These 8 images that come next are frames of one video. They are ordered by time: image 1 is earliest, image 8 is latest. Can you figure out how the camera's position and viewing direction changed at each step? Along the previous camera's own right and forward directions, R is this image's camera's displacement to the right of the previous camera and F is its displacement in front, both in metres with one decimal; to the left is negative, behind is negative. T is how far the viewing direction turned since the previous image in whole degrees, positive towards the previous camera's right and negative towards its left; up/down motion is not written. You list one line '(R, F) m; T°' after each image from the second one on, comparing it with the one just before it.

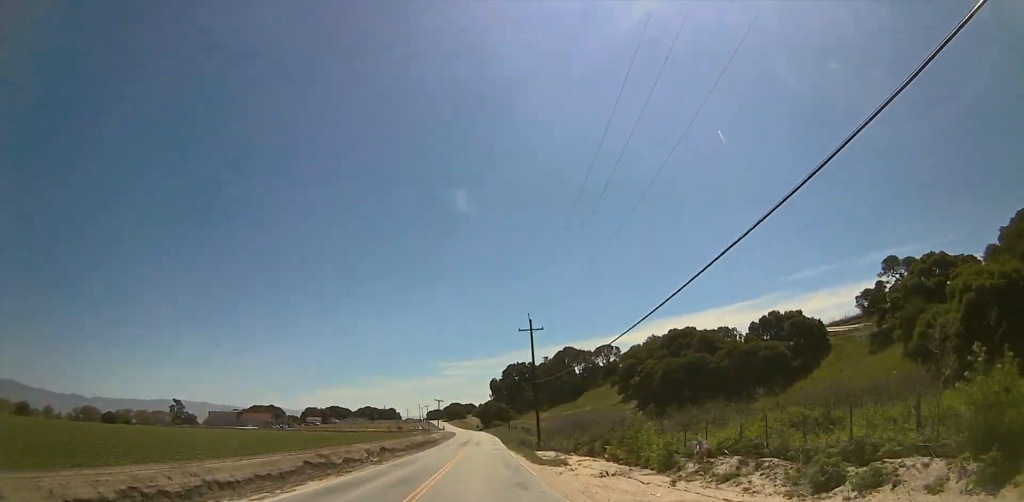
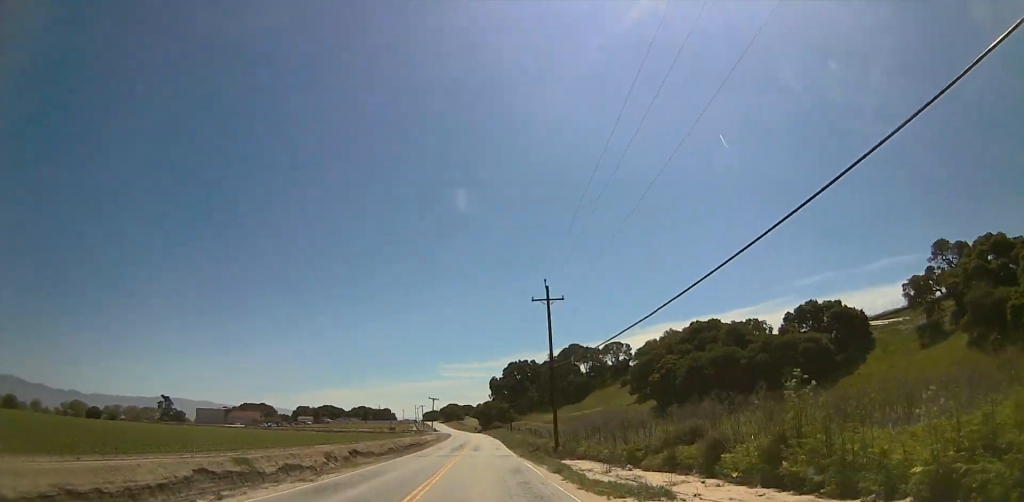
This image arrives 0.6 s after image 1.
(0.0, +14.7) m; 0°
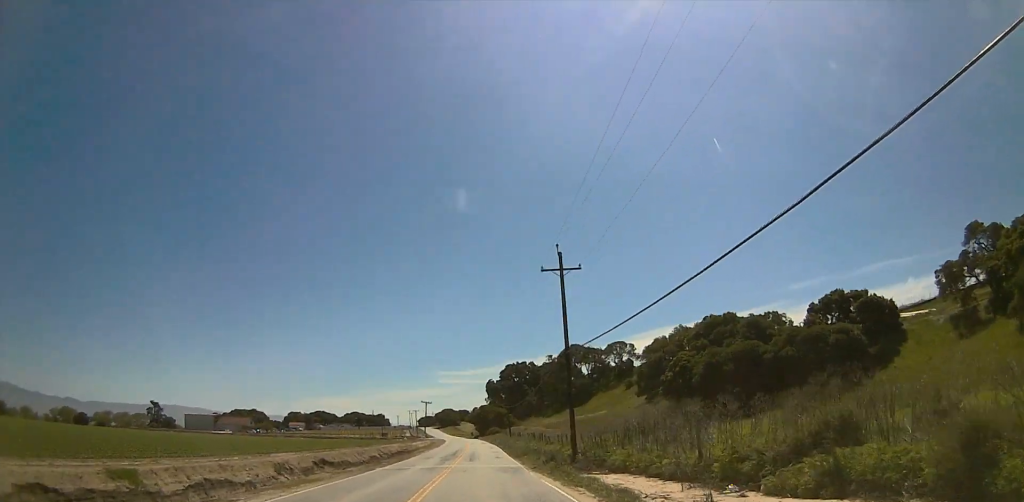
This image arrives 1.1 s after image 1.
(0.0, +10.1) m; 0°
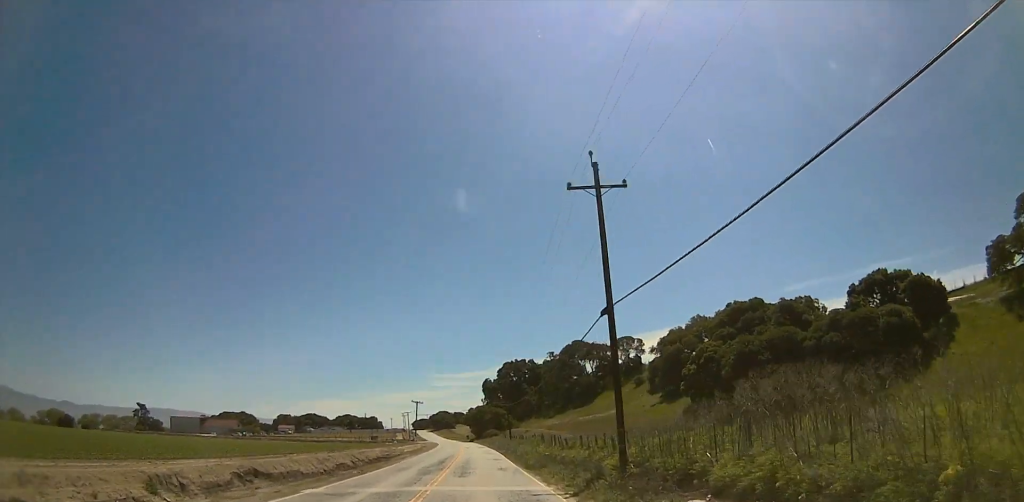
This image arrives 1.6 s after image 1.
(0.0, +13.2) m; 0°
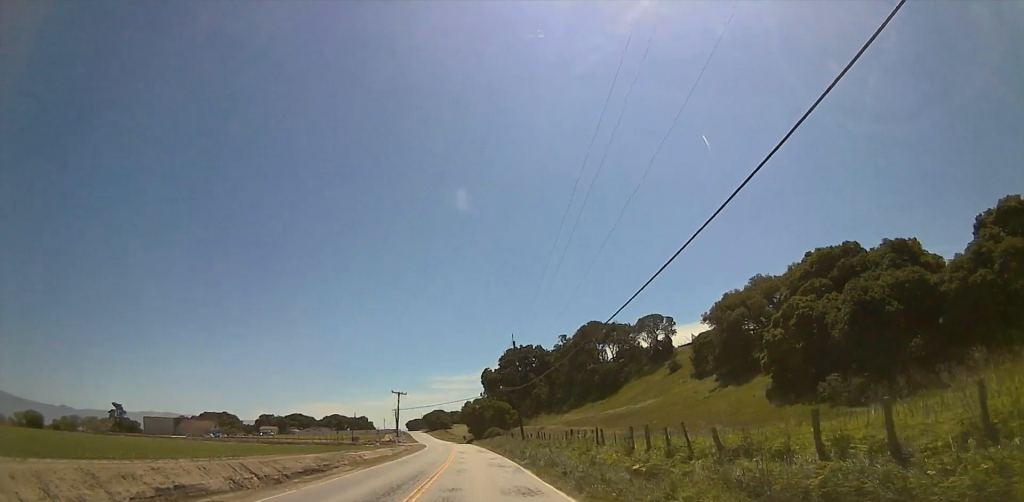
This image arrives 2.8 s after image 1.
(0.0, +28.2) m; 0°
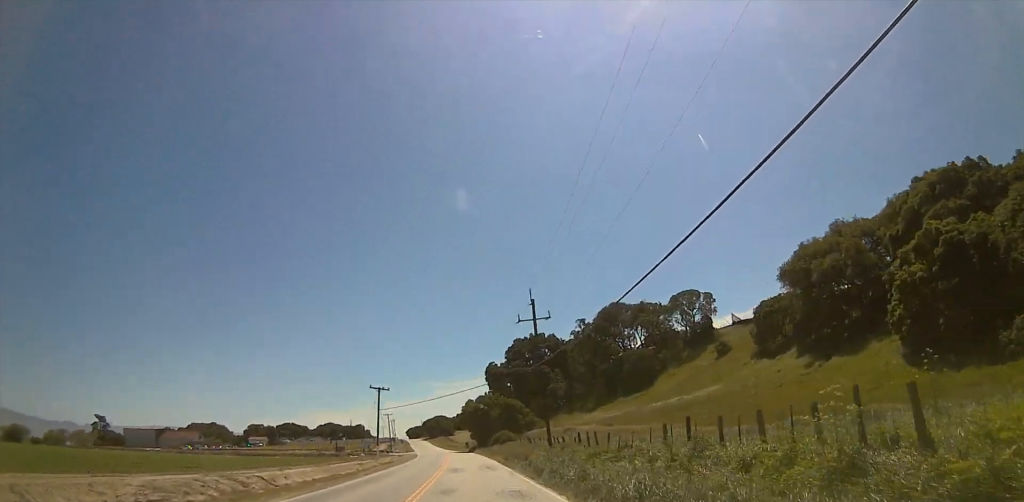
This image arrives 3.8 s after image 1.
(0.0, +23.8) m; 0°
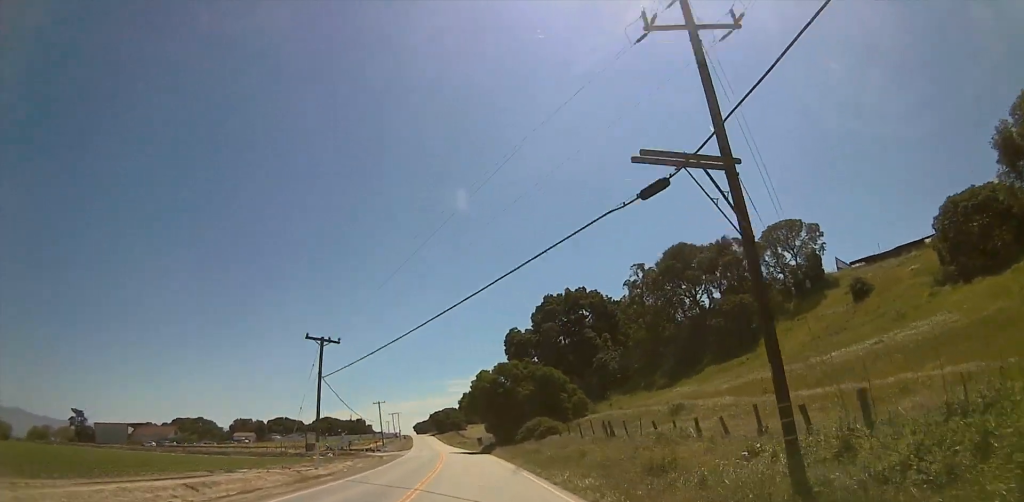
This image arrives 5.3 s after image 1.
(0.0, +36.2) m; 0°
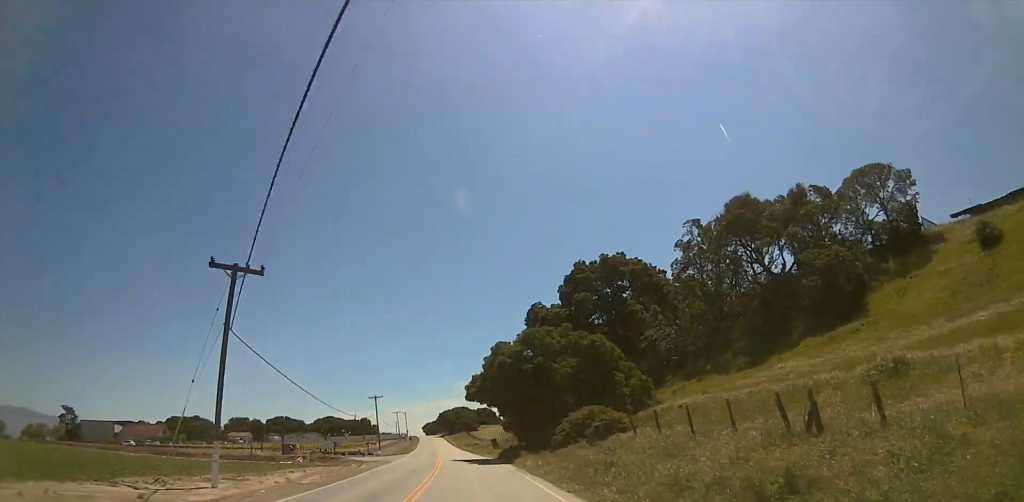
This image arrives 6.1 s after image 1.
(0.0, +19.6) m; 0°
